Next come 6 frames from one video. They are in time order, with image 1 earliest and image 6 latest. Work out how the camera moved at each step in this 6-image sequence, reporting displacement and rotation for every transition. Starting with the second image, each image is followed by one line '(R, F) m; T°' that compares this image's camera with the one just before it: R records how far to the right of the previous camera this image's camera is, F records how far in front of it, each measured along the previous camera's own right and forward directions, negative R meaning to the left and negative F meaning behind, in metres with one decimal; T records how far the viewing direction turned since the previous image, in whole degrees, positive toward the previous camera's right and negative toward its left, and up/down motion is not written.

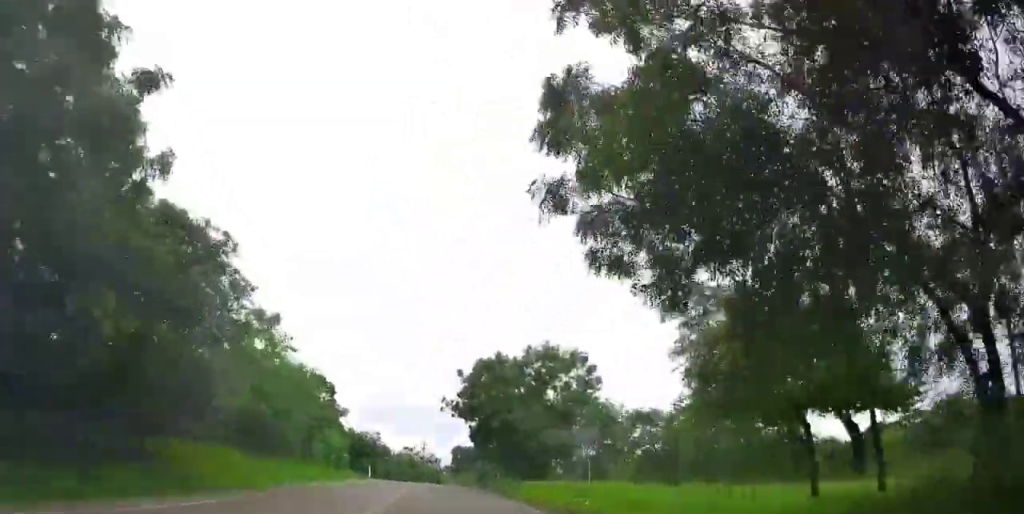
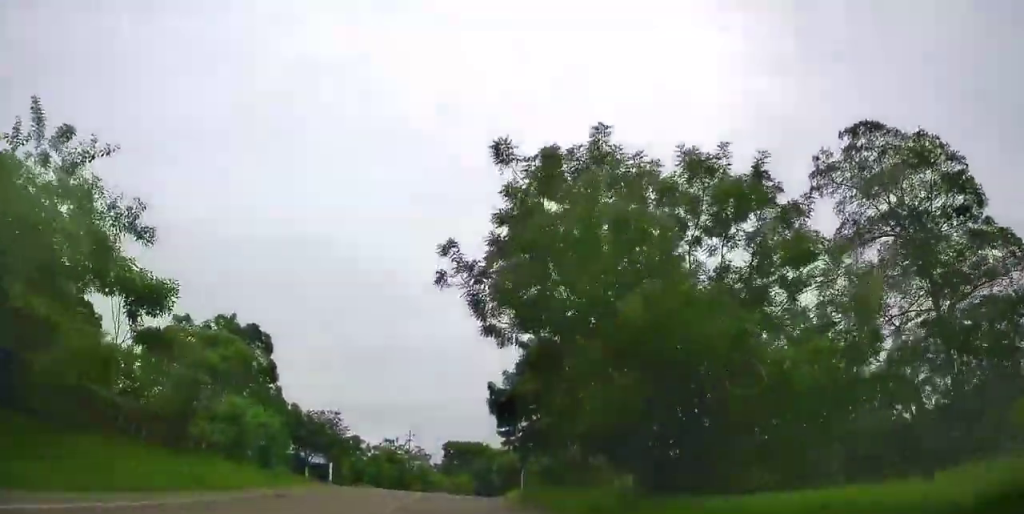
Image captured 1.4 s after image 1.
(-2.3, +24.9) m; -9°
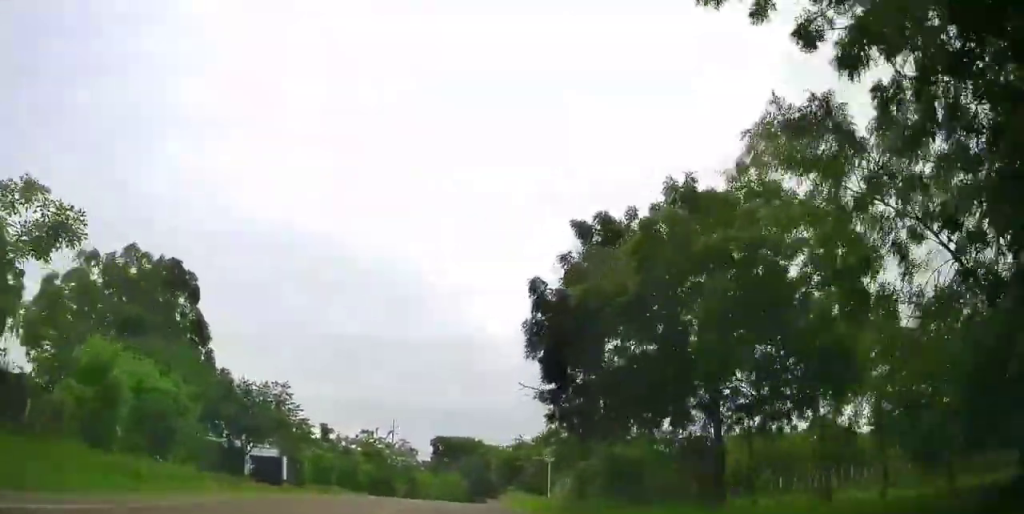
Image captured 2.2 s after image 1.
(-0.6, +14.4) m; -2°
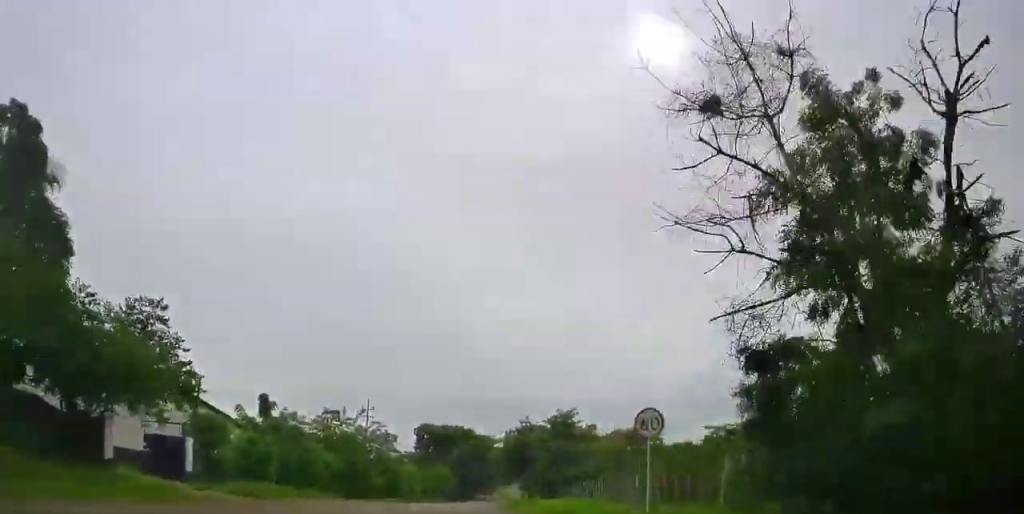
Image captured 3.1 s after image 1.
(+0.1, +15.5) m; +2°
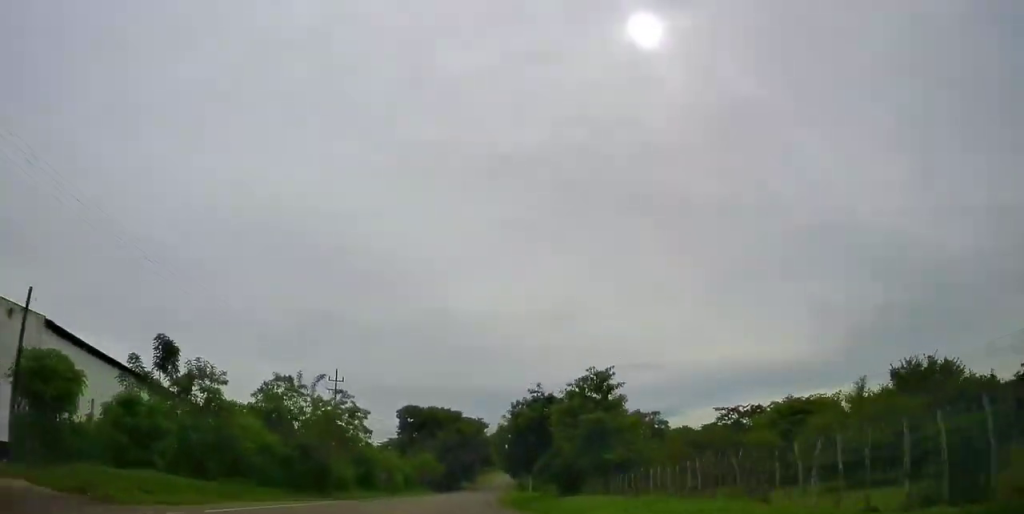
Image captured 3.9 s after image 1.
(+0.4, +13.2) m; +1°
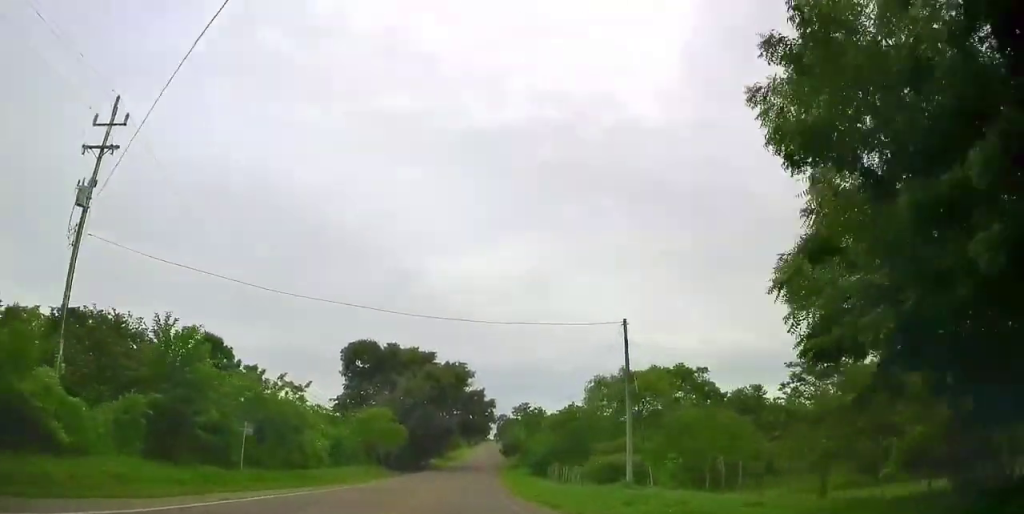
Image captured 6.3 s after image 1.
(+1.5, +38.6) m; +6°
